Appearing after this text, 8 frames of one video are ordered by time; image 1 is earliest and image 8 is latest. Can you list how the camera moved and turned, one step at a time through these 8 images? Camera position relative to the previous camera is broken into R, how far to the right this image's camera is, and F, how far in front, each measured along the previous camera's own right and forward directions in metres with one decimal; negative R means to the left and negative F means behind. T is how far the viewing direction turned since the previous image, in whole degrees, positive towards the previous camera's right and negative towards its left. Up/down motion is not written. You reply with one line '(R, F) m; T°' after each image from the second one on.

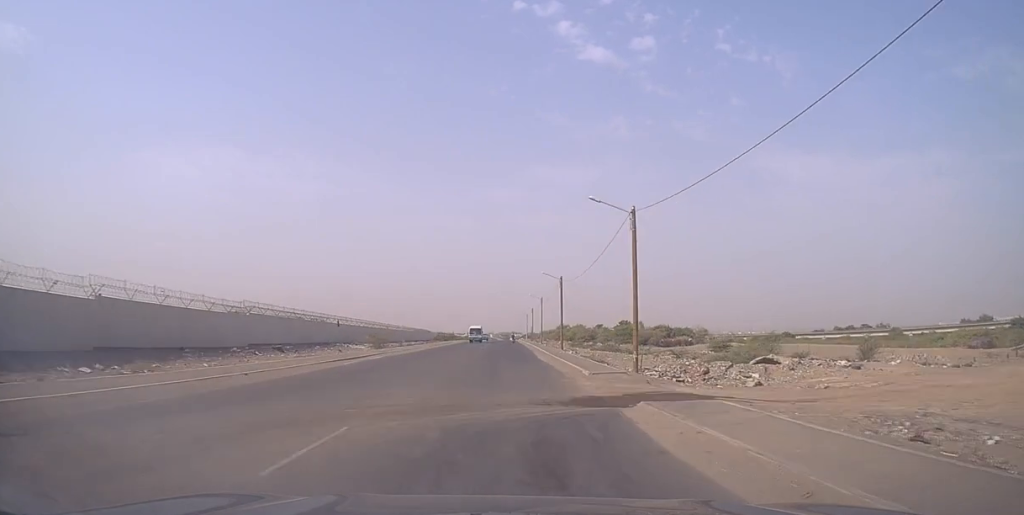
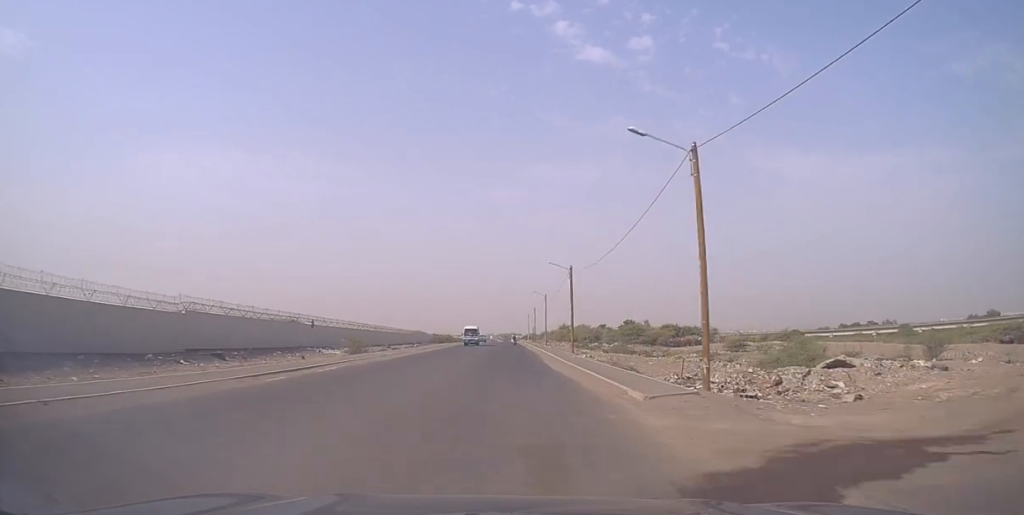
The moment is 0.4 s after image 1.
(0.0, +8.8) m; 0°
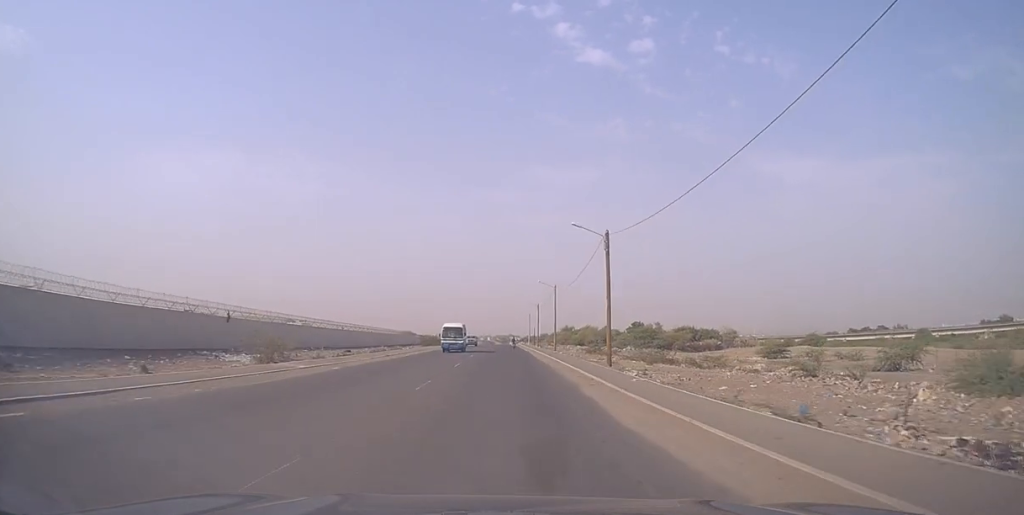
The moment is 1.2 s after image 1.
(+0.1, +19.7) m; 0°
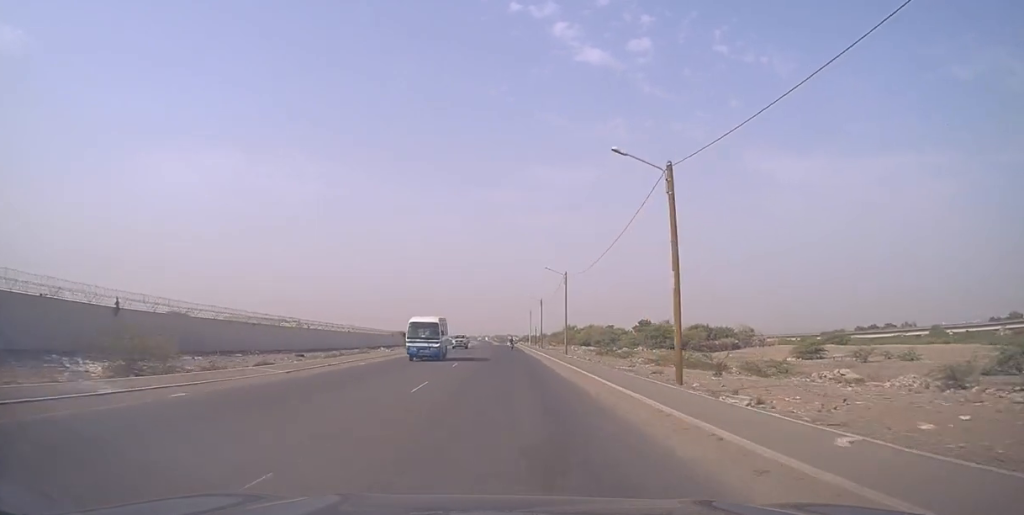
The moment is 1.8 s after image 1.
(0.0, +14.9) m; 0°
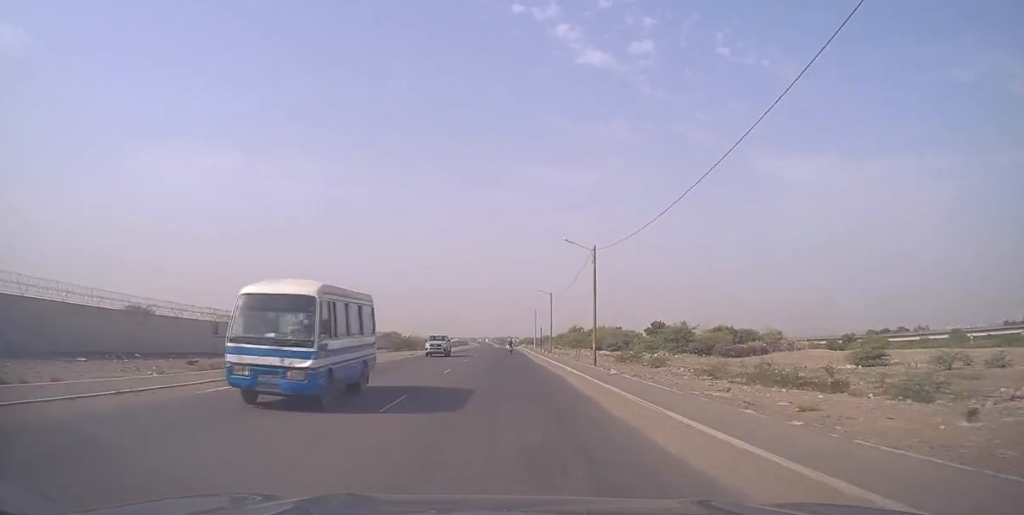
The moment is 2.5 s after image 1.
(0.0, +17.7) m; 0°
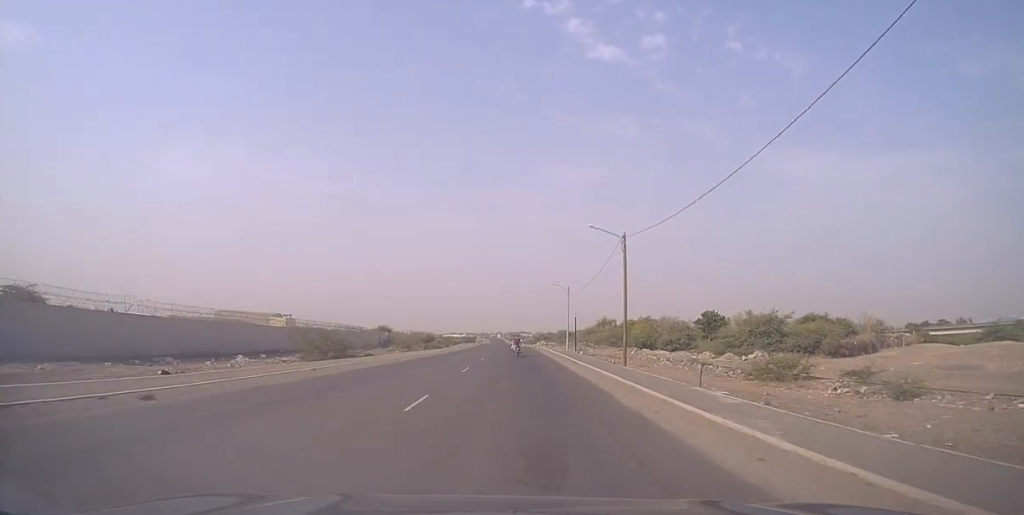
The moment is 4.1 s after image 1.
(-0.2, +40.8) m; -1°
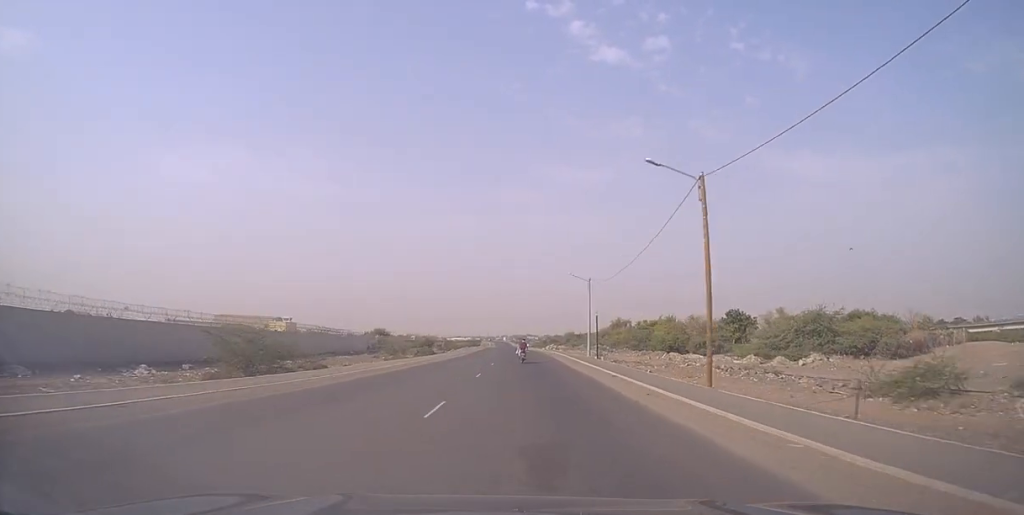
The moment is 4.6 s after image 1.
(0.0, +13.4) m; -1°
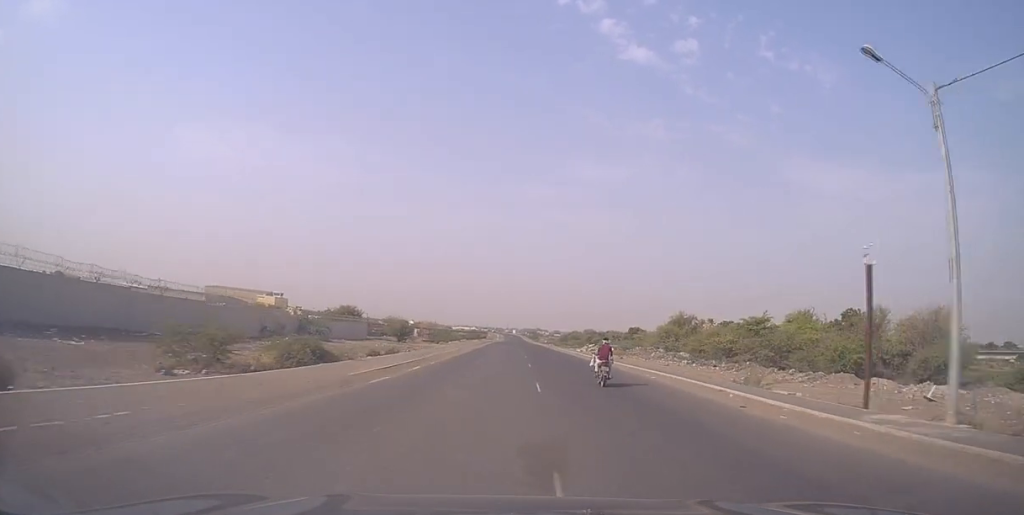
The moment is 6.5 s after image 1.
(-0.6, +45.7) m; -1°
